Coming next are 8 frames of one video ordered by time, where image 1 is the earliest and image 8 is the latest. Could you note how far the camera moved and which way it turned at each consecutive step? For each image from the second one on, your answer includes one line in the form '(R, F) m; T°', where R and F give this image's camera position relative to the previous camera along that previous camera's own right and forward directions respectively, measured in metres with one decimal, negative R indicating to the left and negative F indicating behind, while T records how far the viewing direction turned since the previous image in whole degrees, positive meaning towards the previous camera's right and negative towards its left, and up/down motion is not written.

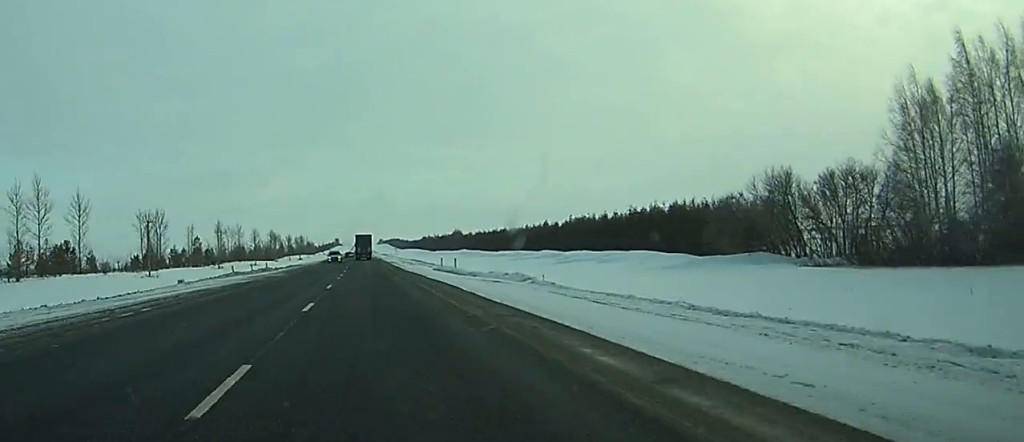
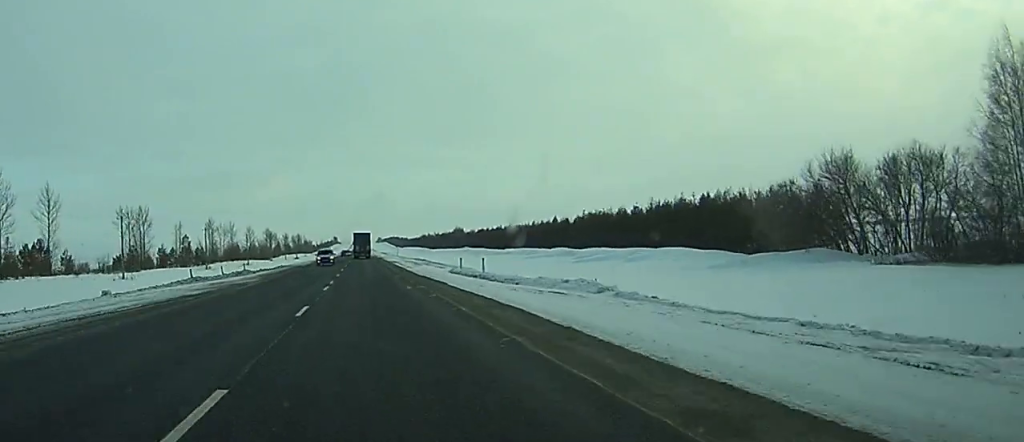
(0.0, +13.6) m; 0°
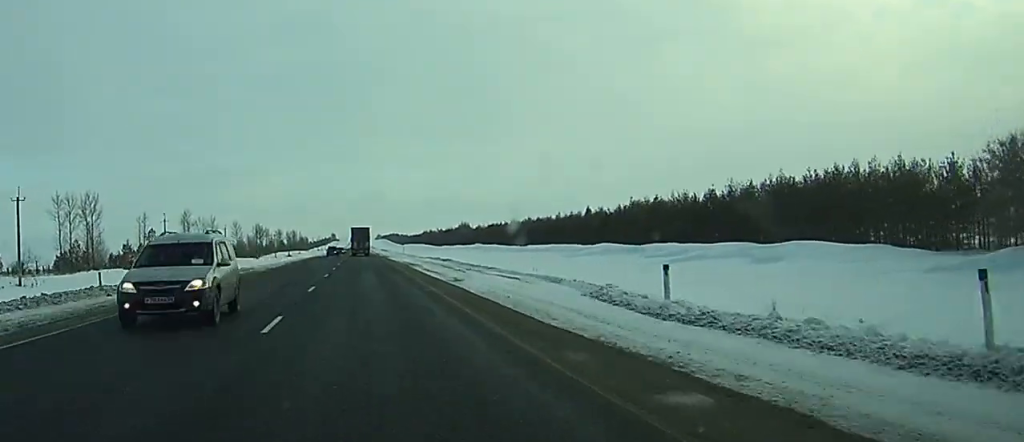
(+0.1, +35.1) m; 0°
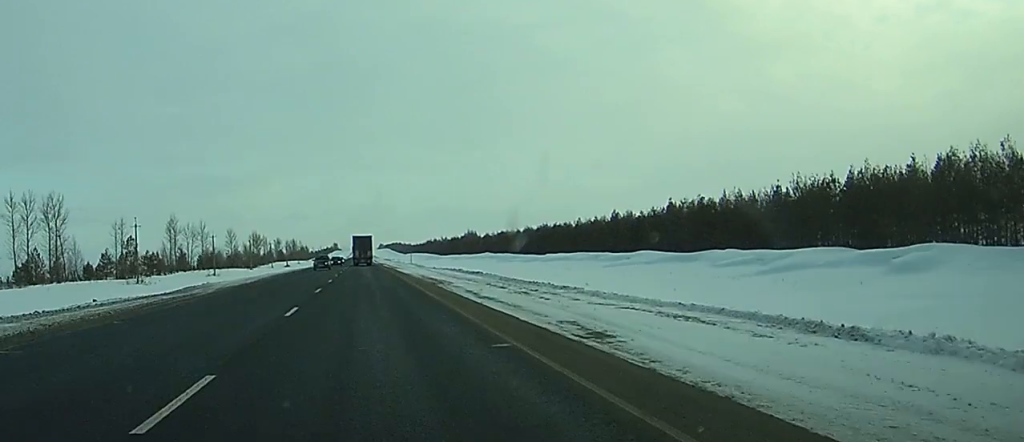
(0.0, +19.2) m; 0°
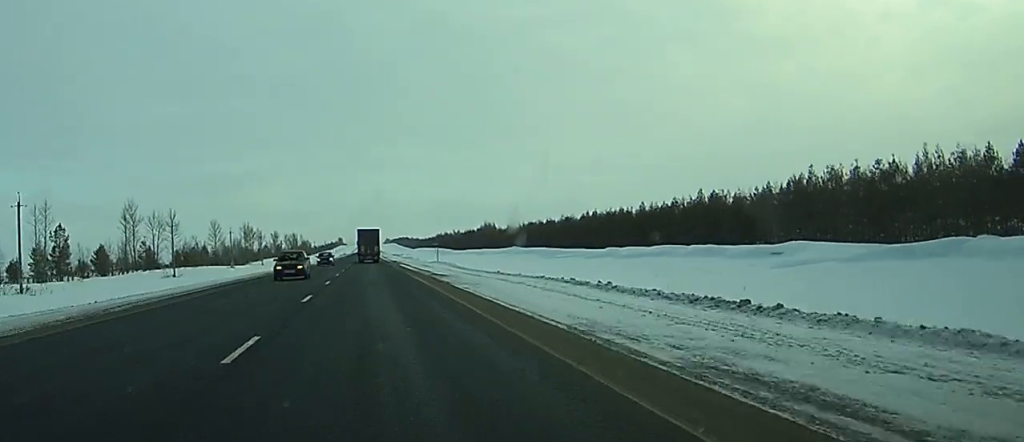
(-0.1, +44.1) m; 0°
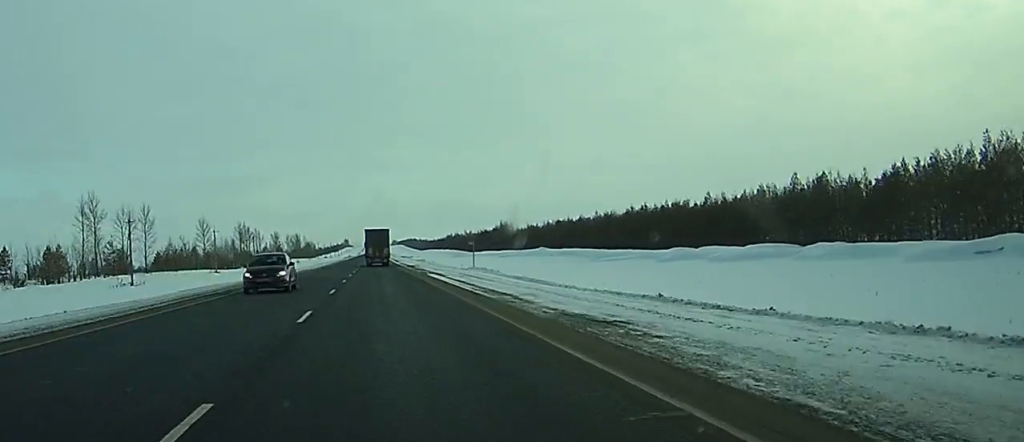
(0.0, +29.4) m; 0°
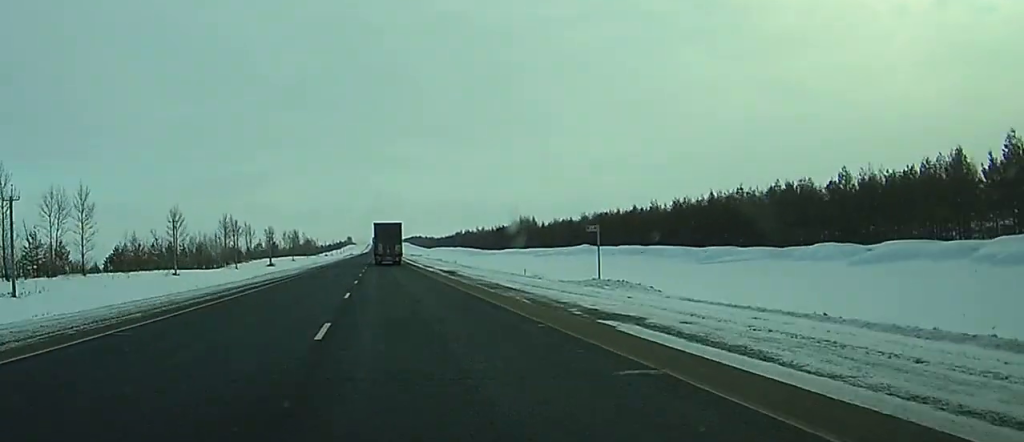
(-0.1, +39.6) m; 0°
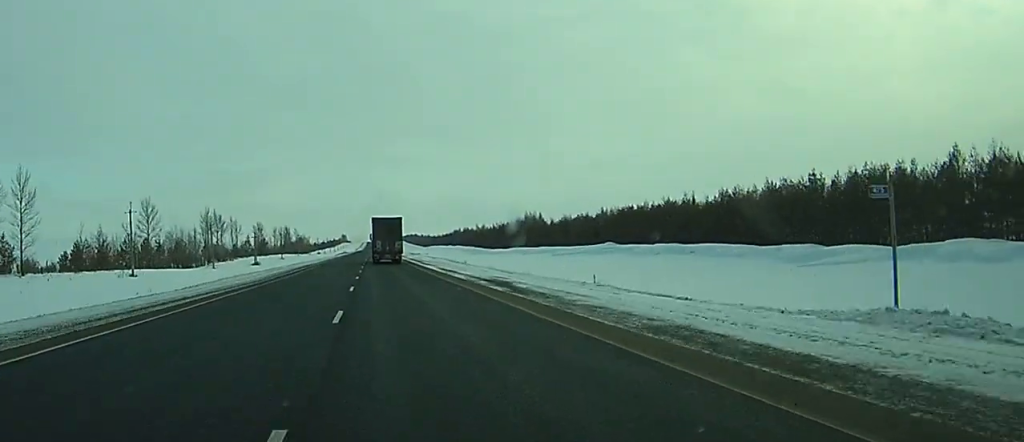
(0.0, +21.6) m; 0°
